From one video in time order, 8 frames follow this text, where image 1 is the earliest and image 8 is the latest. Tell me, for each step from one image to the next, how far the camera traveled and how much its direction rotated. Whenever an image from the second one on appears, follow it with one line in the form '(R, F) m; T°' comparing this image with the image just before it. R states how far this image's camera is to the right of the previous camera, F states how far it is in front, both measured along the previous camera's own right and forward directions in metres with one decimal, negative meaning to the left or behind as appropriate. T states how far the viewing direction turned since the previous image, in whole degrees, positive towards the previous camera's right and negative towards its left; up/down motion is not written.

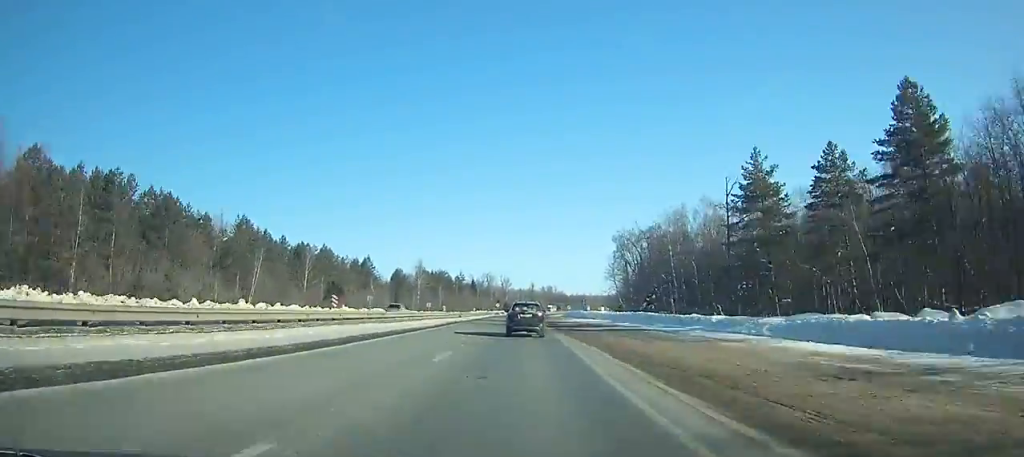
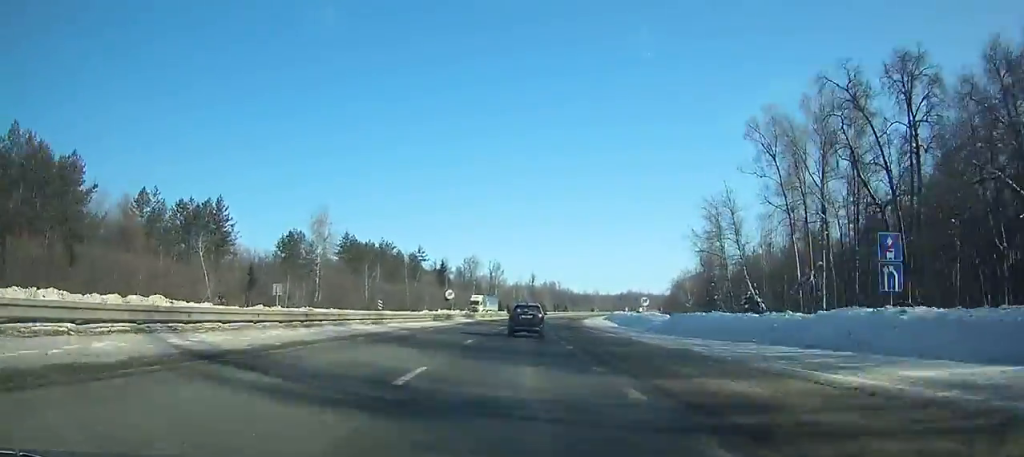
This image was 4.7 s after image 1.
(-0.3, +100.9) m; +1°
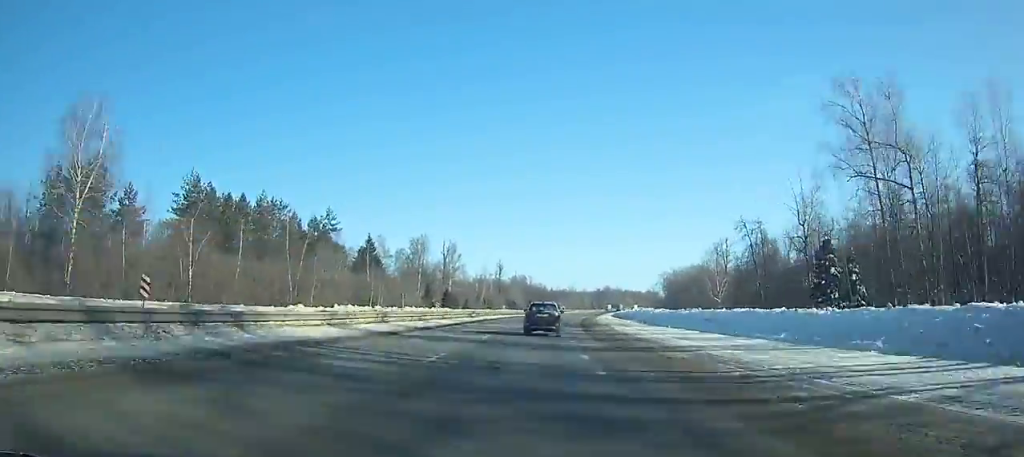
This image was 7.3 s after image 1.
(+0.9, +56.1) m; +3°
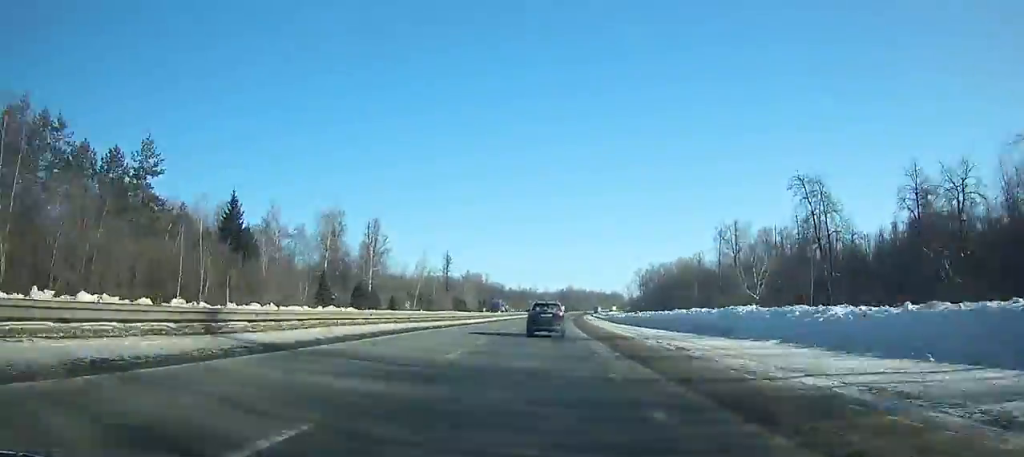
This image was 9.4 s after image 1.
(+0.8, +45.7) m; +3°
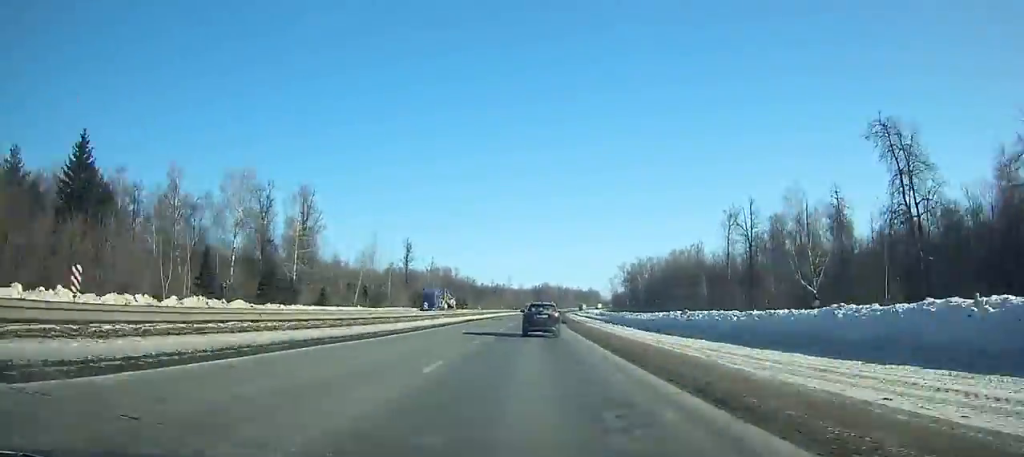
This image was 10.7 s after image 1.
(+0.9, +28.5) m; +2°
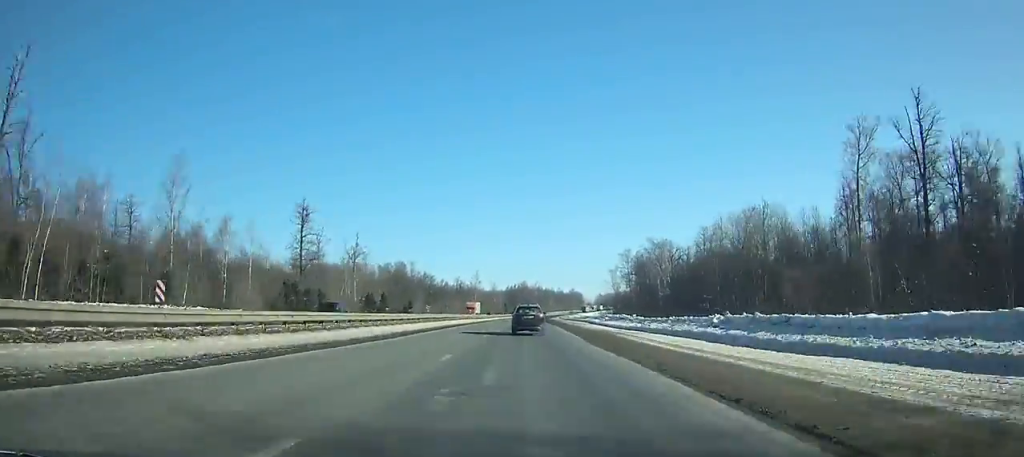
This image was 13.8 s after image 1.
(+2.3, +69.1) m; +3°
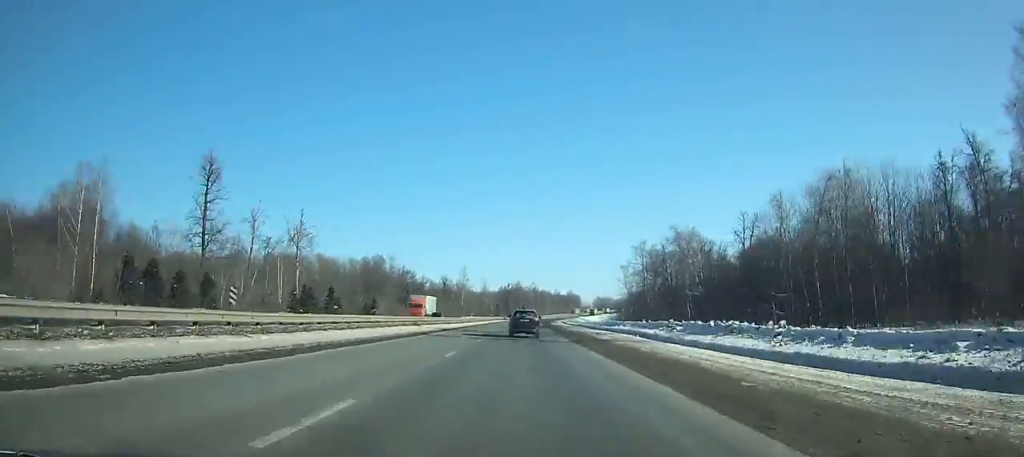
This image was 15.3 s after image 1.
(+0.3, +33.9) m; +1°
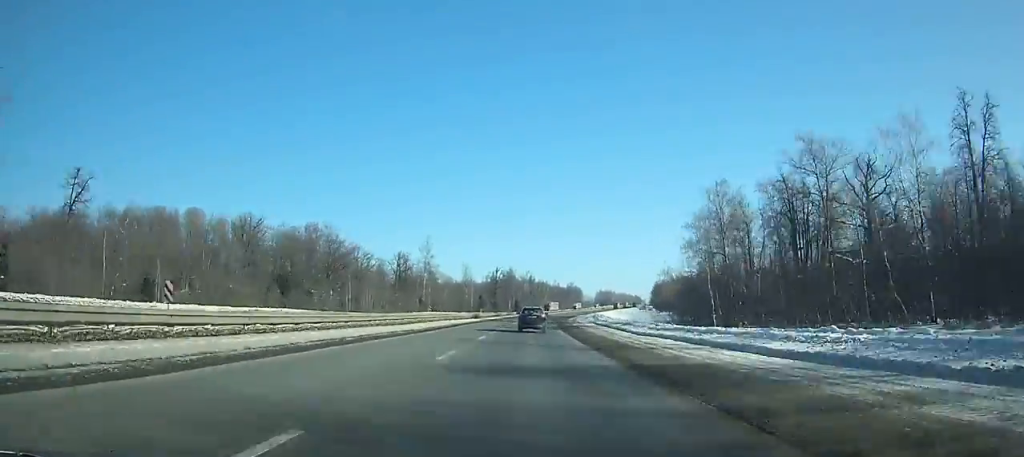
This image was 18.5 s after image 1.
(+1.0, +73.9) m; +1°
